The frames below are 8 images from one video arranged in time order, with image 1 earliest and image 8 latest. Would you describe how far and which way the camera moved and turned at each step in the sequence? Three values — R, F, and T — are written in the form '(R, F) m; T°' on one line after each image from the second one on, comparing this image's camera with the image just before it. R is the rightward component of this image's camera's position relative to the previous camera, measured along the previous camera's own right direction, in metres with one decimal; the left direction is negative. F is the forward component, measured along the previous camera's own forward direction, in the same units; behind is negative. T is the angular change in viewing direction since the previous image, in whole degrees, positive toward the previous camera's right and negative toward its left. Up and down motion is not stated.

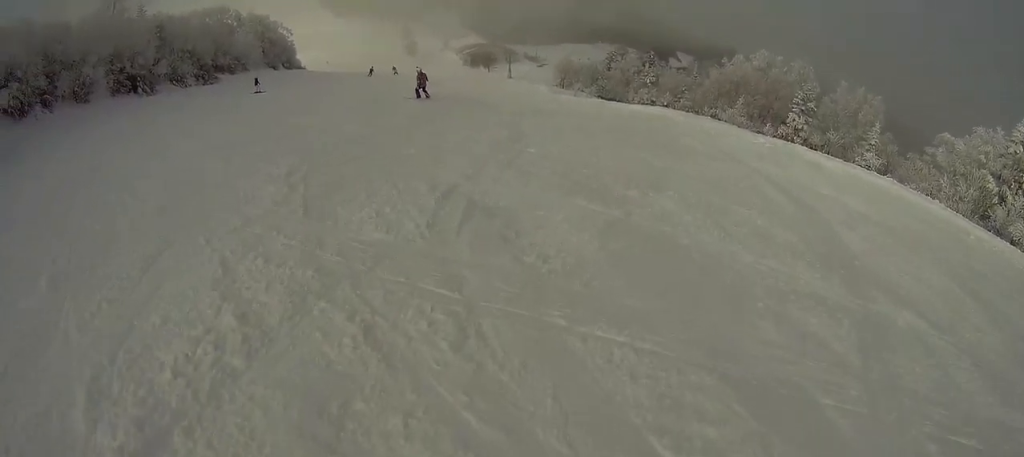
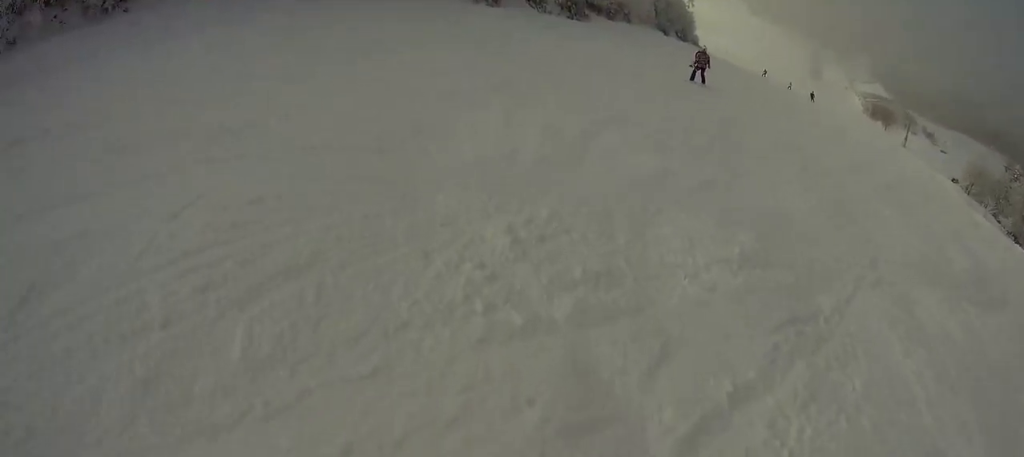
(-2.5, +9.3) m; -29°
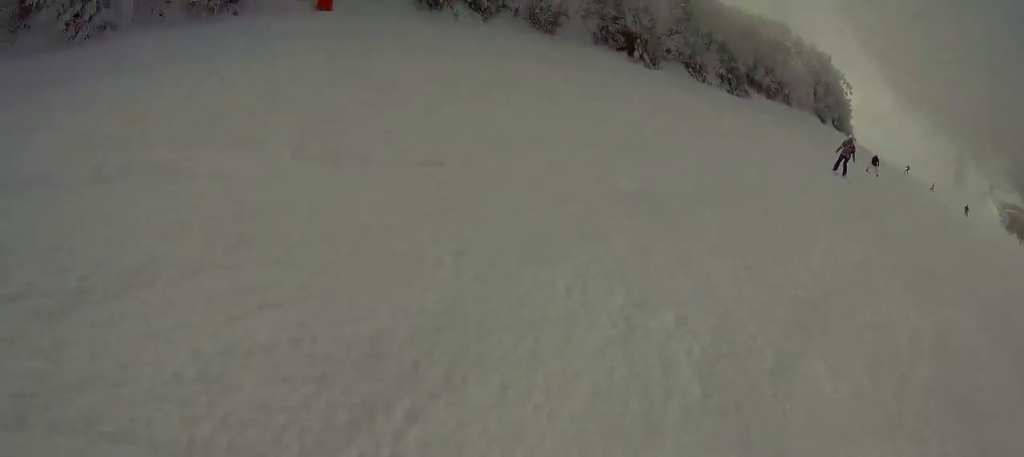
(-0.3, +3.2) m; -11°
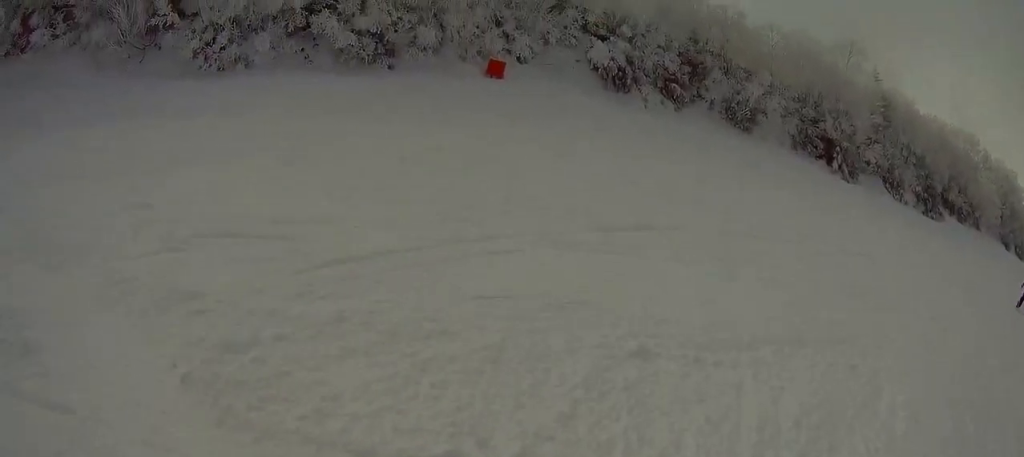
(-0.1, +3.6) m; -13°
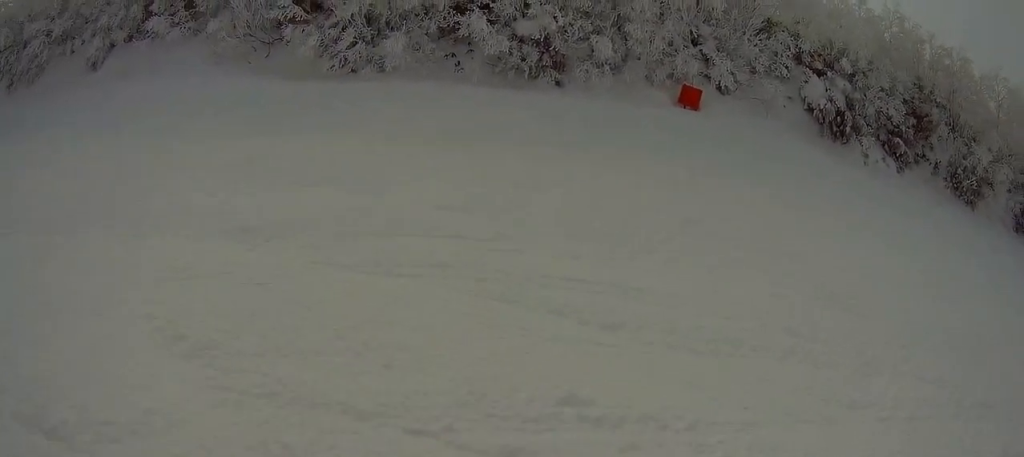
(-1.1, +5.7) m; -11°
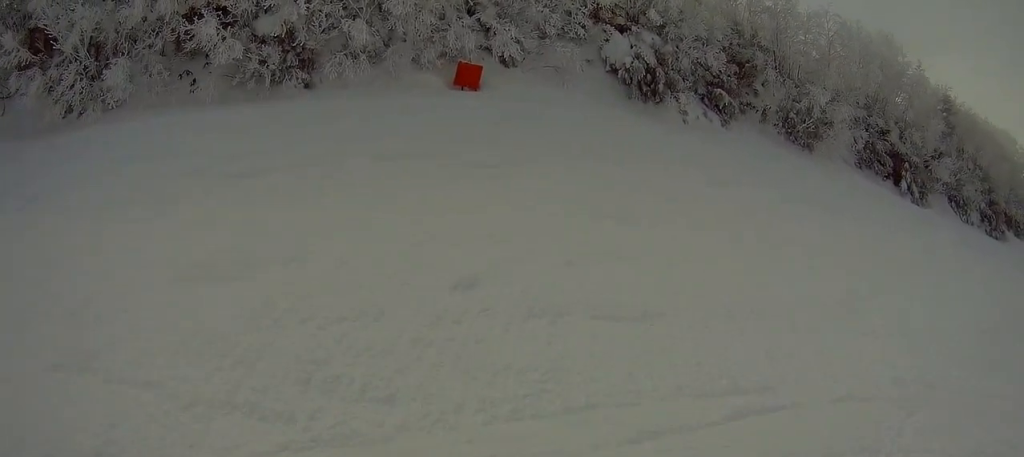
(0.0, +5.3) m; +17°
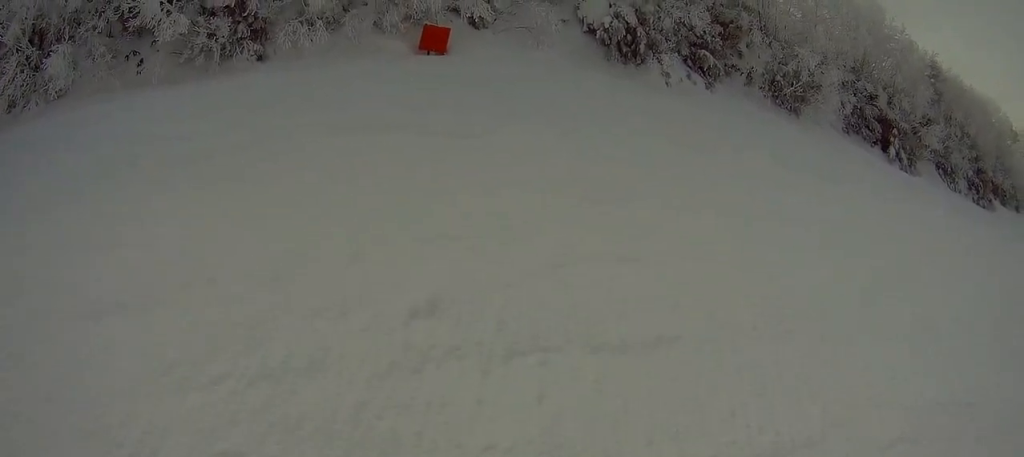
(+0.5, +2.1) m; +10°
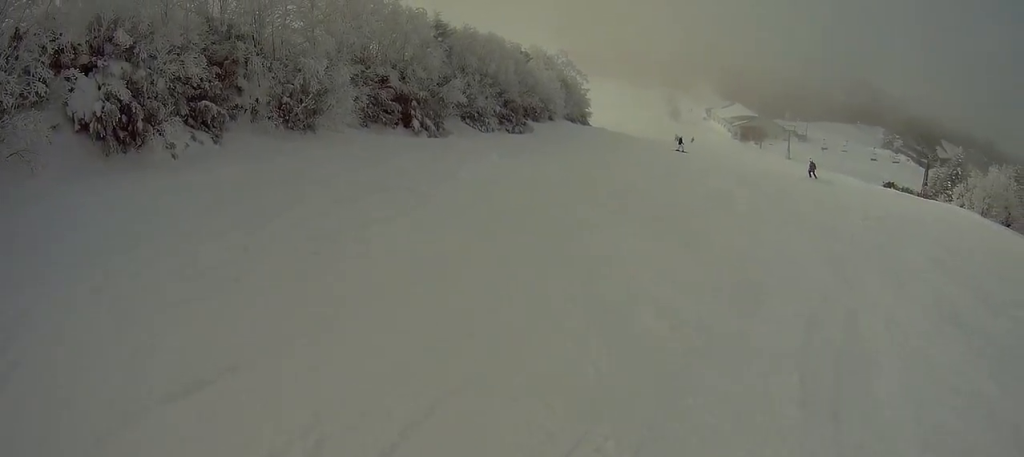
(+2.2, +7.0) m; +26°
